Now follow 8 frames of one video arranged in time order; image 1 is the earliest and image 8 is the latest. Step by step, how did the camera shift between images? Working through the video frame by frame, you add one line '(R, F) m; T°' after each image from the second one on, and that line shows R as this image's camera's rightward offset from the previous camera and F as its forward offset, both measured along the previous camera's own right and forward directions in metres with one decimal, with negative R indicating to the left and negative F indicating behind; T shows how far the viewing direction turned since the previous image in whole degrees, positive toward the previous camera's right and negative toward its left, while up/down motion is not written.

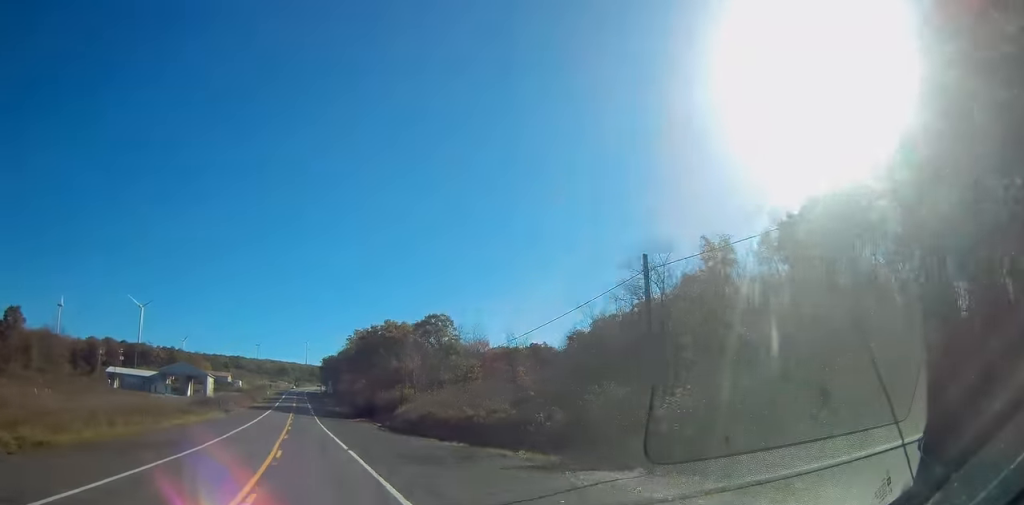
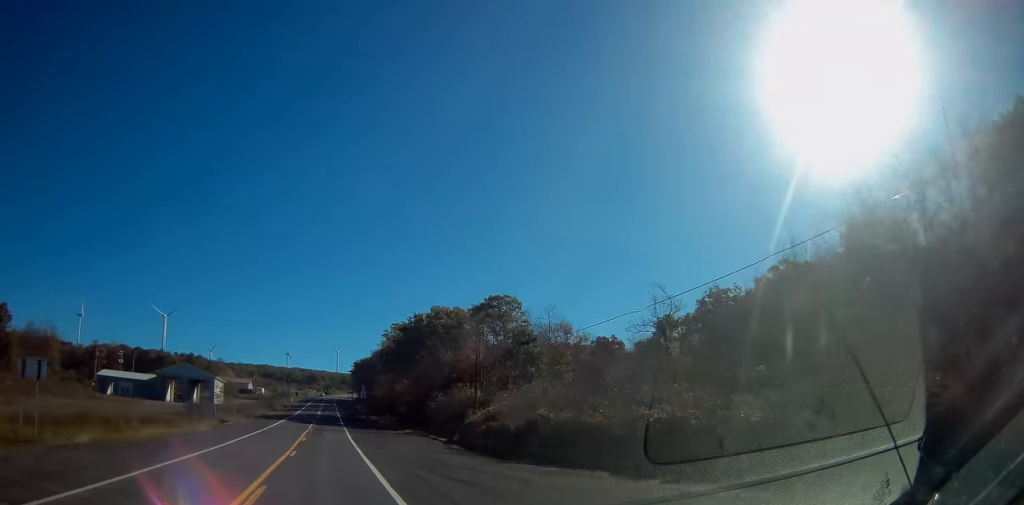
(-0.5, +23.2) m; -2°
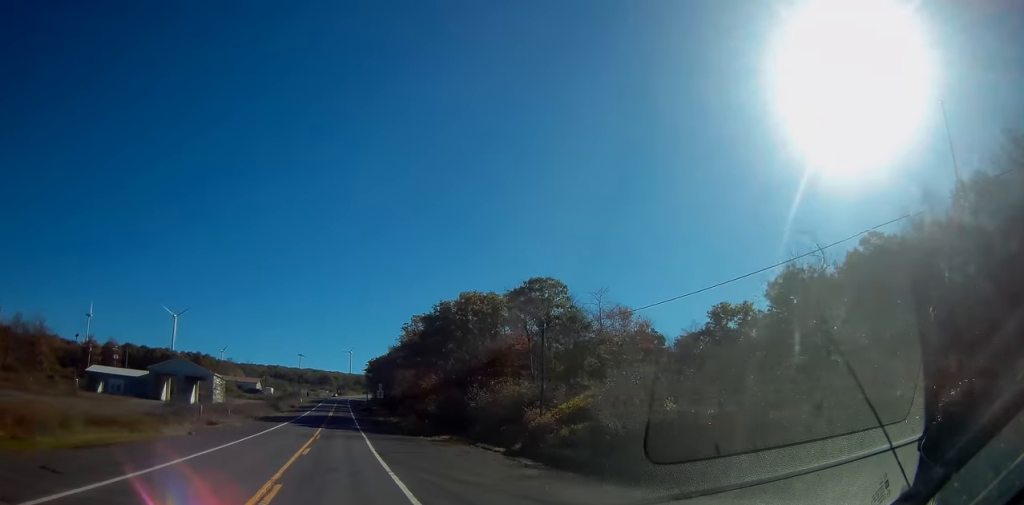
(-0.1, +12.3) m; -1°
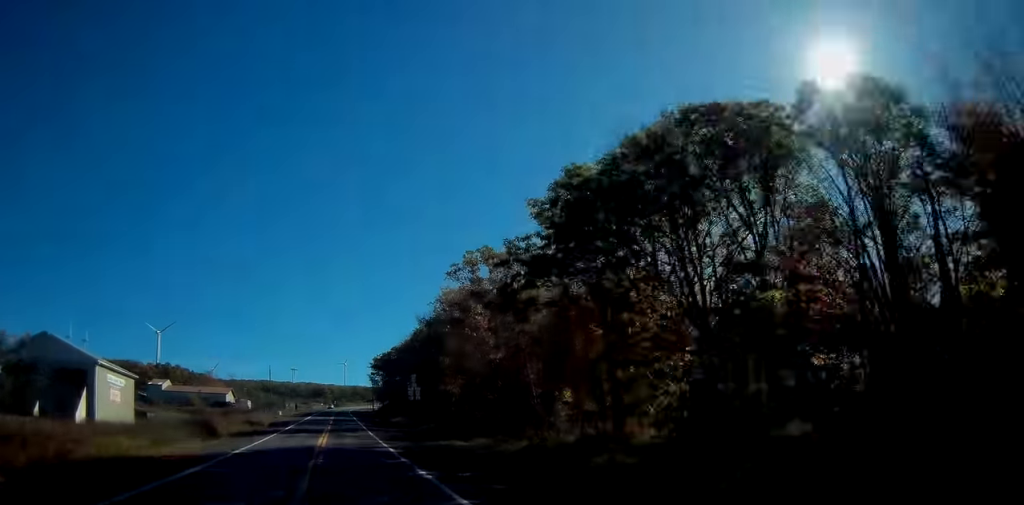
(-1.2, +52.1) m; -1°
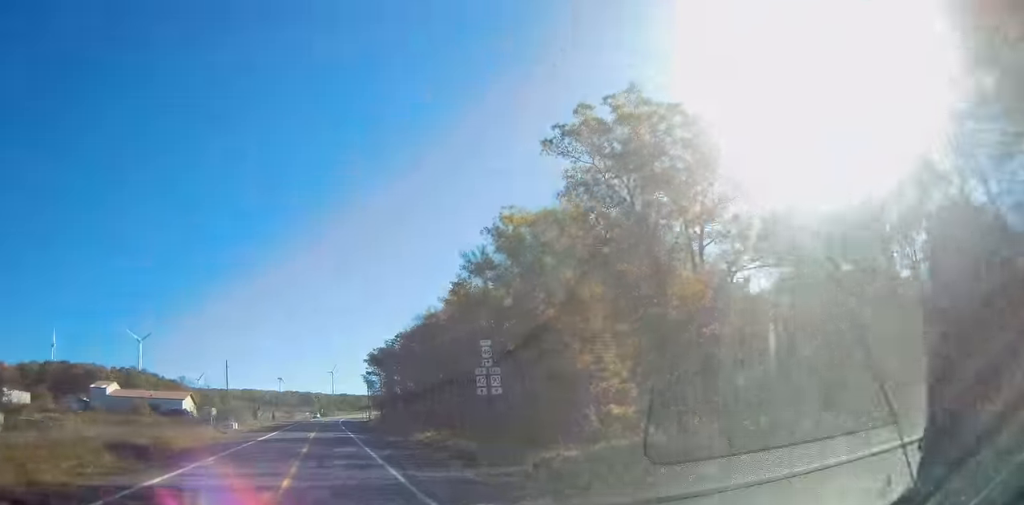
(+0.3, +34.8) m; +1°
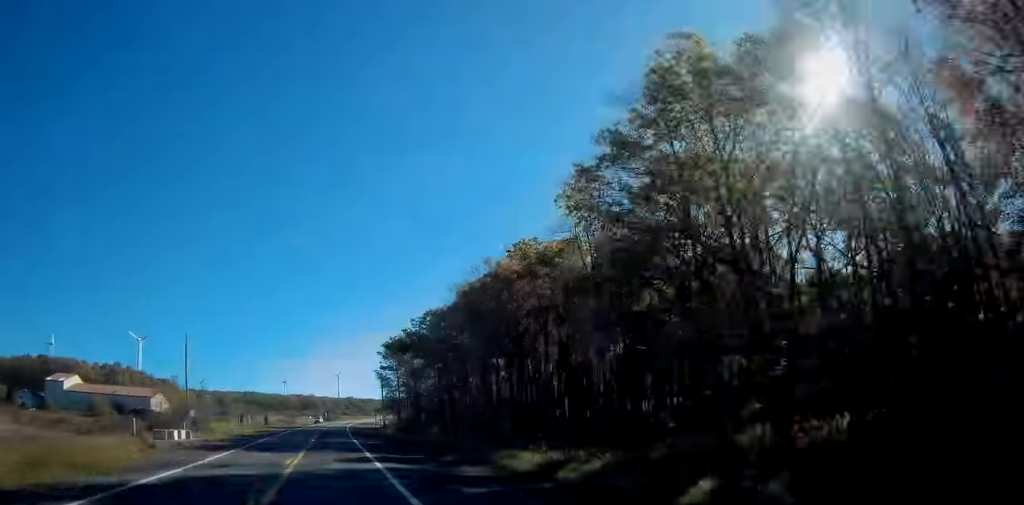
(+0.2, +24.9) m; 0°
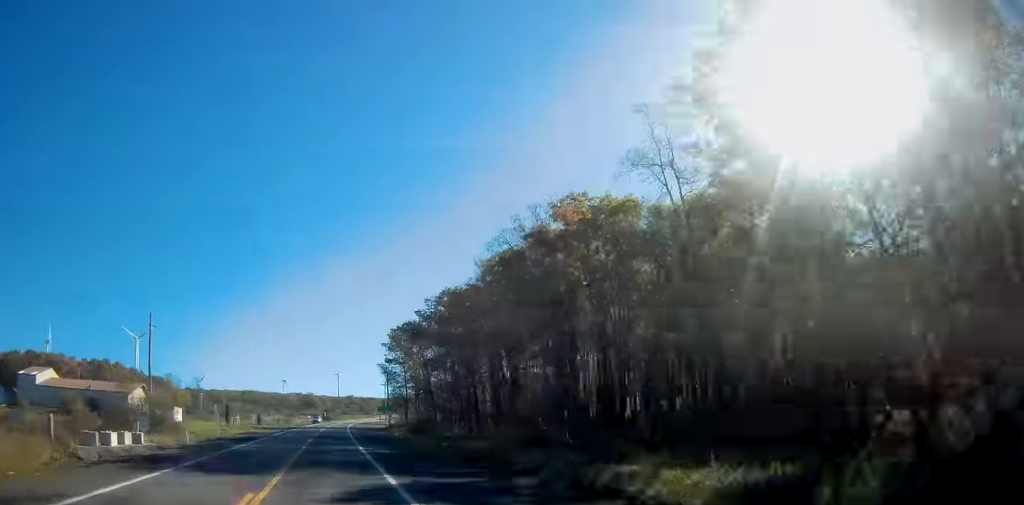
(0.0, +11.3) m; 0°
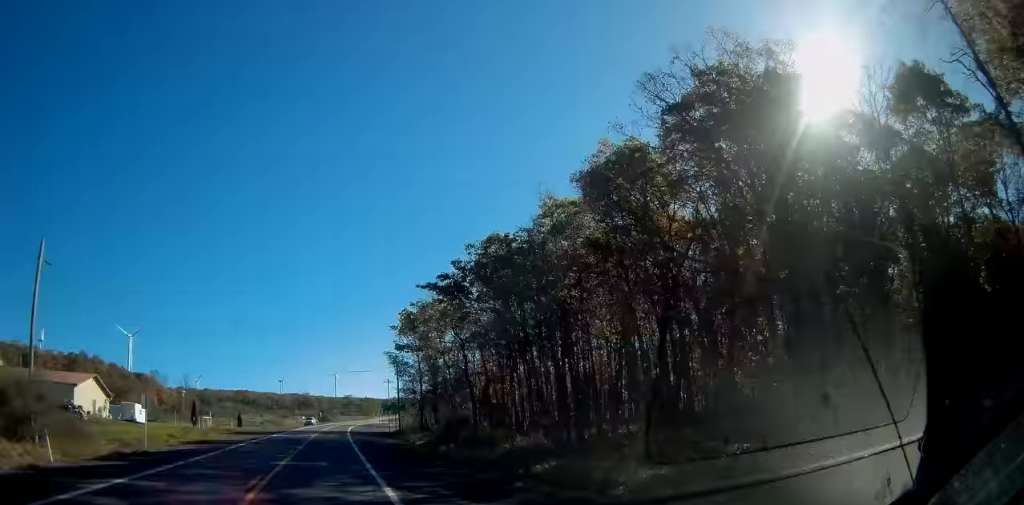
(-0.1, +18.8) m; 0°
